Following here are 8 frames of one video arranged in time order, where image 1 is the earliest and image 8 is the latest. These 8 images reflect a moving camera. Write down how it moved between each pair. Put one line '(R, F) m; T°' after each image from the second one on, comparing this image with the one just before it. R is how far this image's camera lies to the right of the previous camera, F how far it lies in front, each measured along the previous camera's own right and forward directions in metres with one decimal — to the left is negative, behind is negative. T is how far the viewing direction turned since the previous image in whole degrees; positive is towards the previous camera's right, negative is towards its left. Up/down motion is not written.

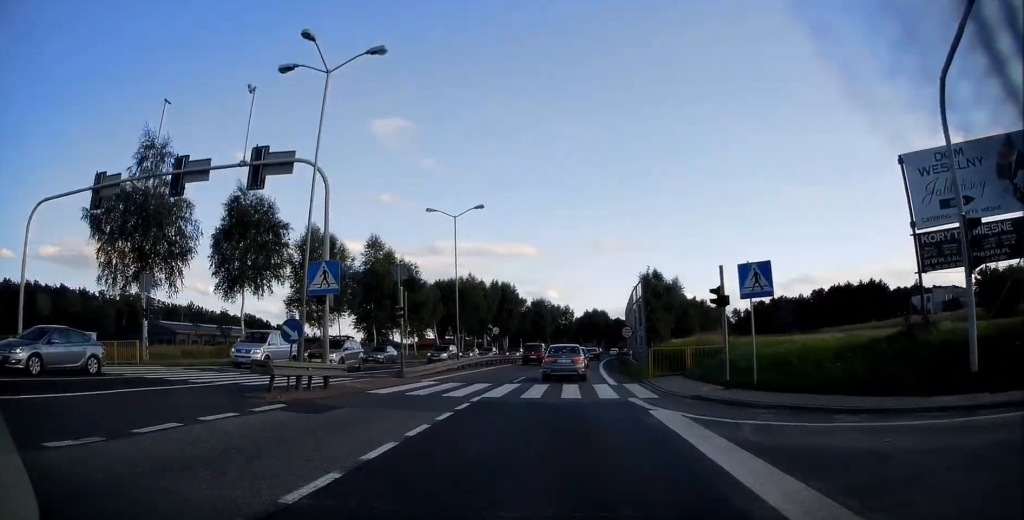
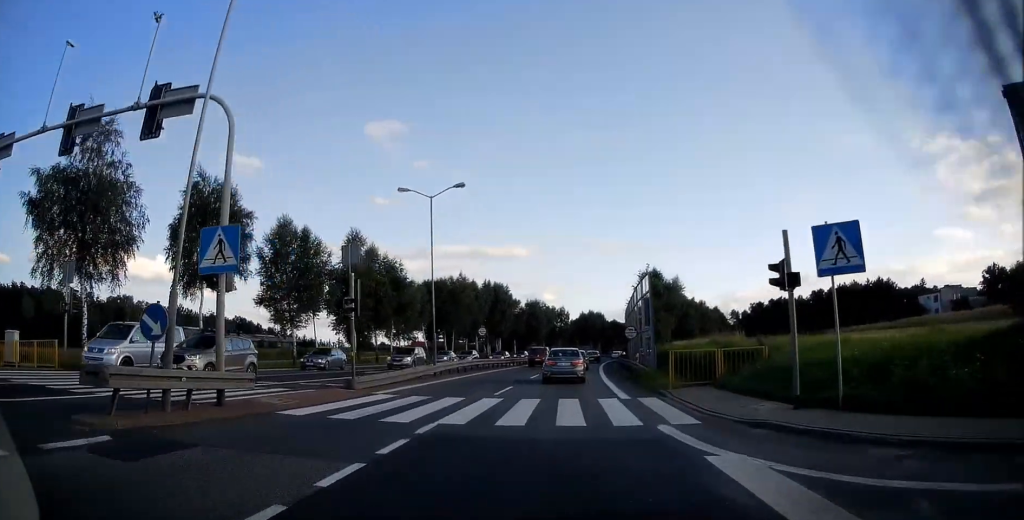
(0.0, +5.2) m; +1°
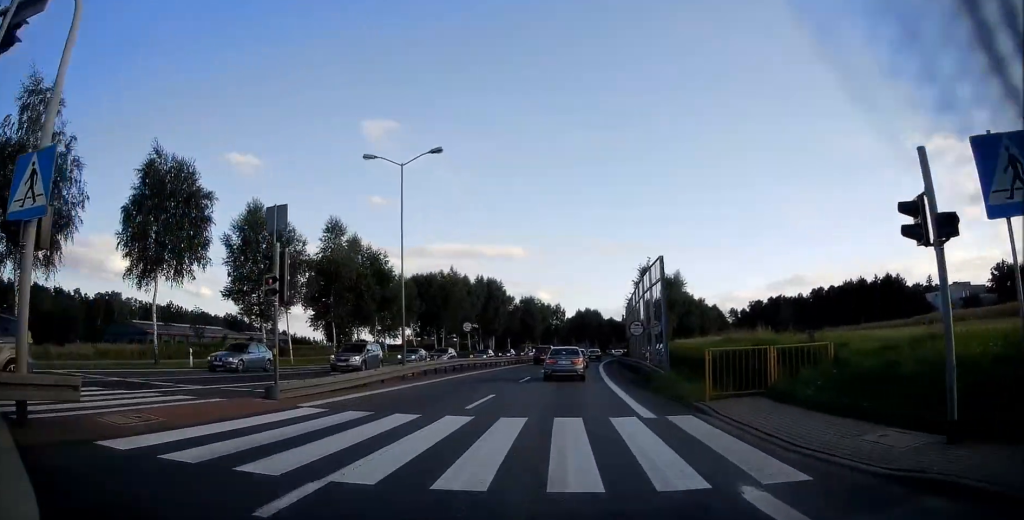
(0.0, +5.1) m; 0°
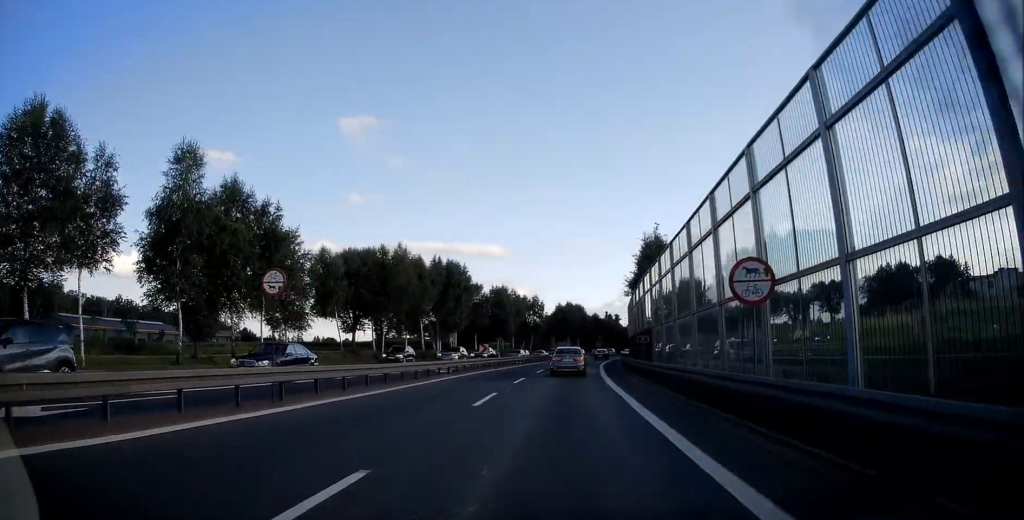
(+0.3, +22.5) m; +1°
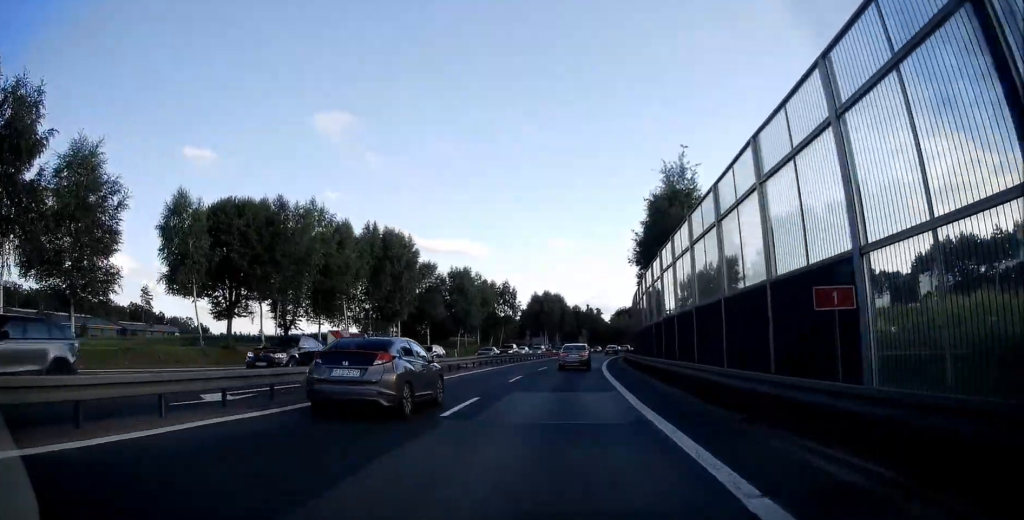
(+0.3, +20.2) m; +2°
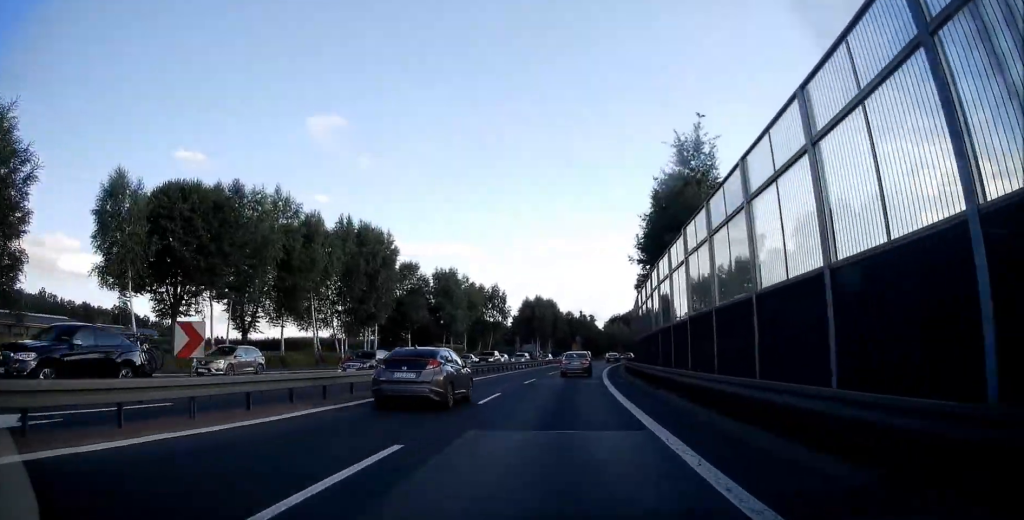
(0.0, +5.0) m; 0°
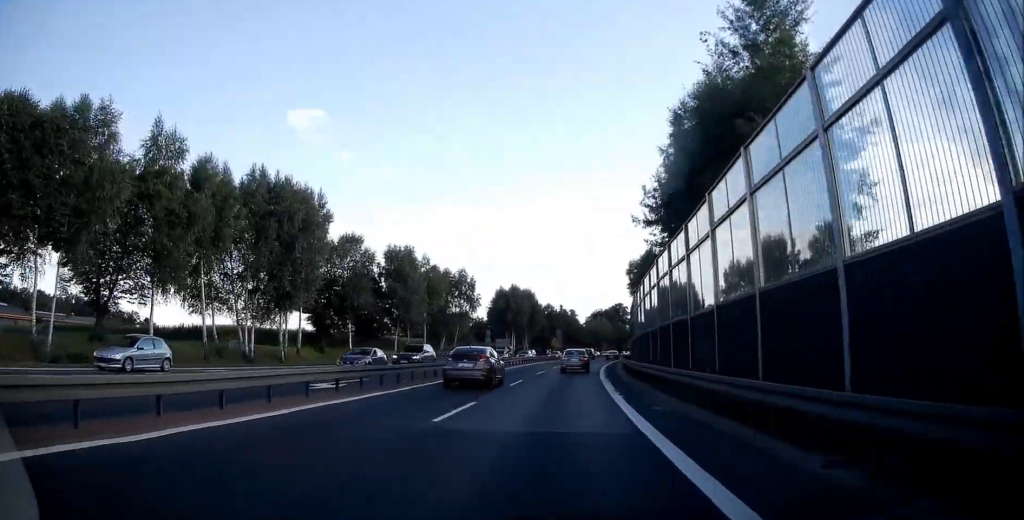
(+0.1, +11.8) m; +1°
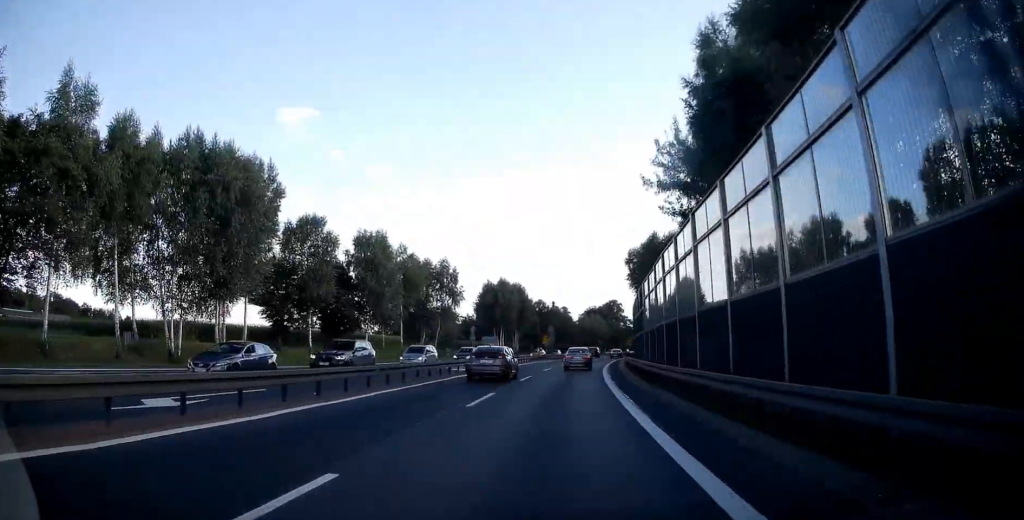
(0.0, +6.9) m; +1°
